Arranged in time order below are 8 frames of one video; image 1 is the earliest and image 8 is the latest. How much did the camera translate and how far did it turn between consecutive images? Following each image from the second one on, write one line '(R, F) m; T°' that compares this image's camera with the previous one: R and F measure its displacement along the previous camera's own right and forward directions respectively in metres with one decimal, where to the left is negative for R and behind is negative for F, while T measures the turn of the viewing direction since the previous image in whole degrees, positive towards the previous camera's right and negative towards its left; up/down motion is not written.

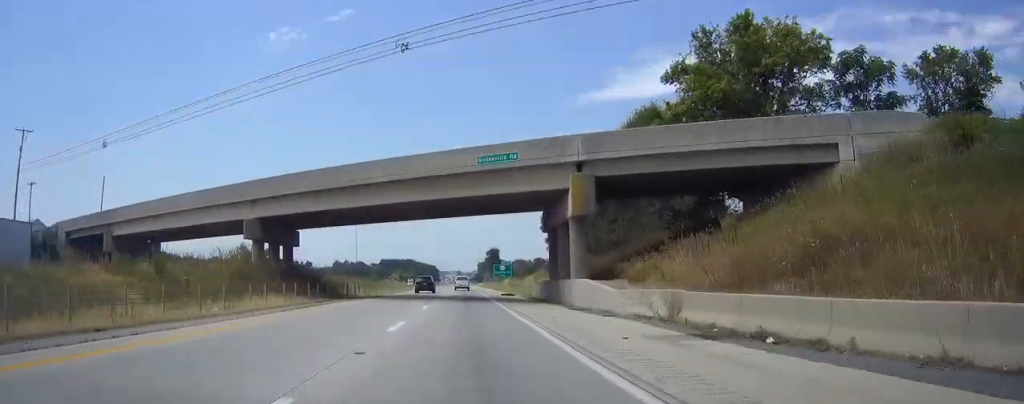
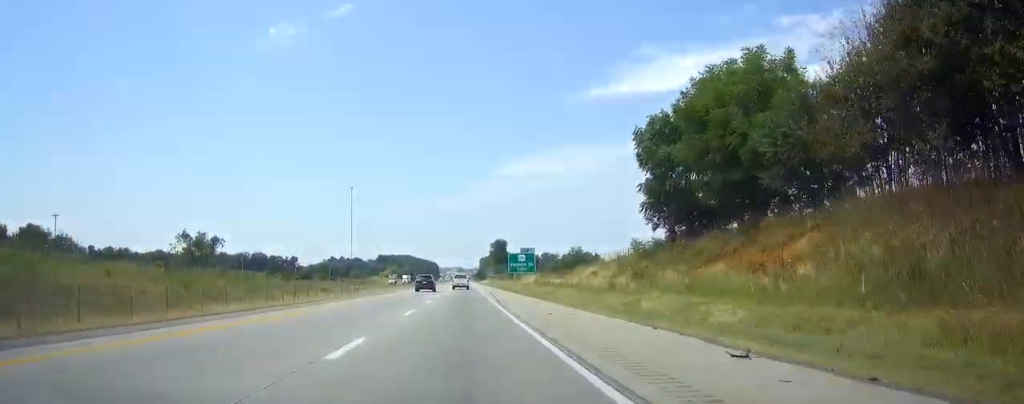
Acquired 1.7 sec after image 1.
(0.0, +54.1) m; 0°
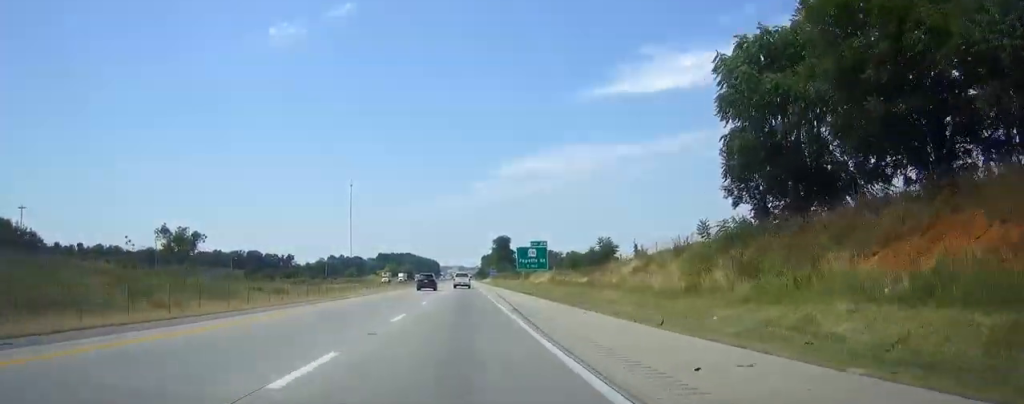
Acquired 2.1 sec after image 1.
(0.0, +15.2) m; 0°
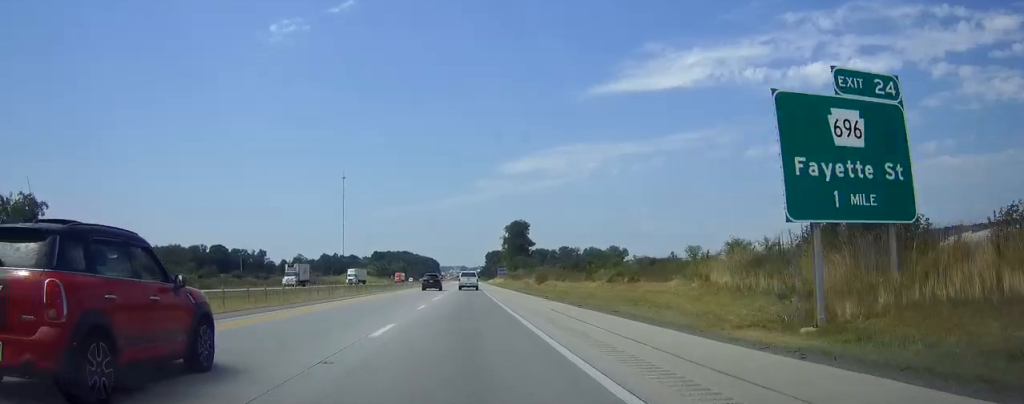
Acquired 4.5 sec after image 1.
(-0.3, +77.3) m; 0°
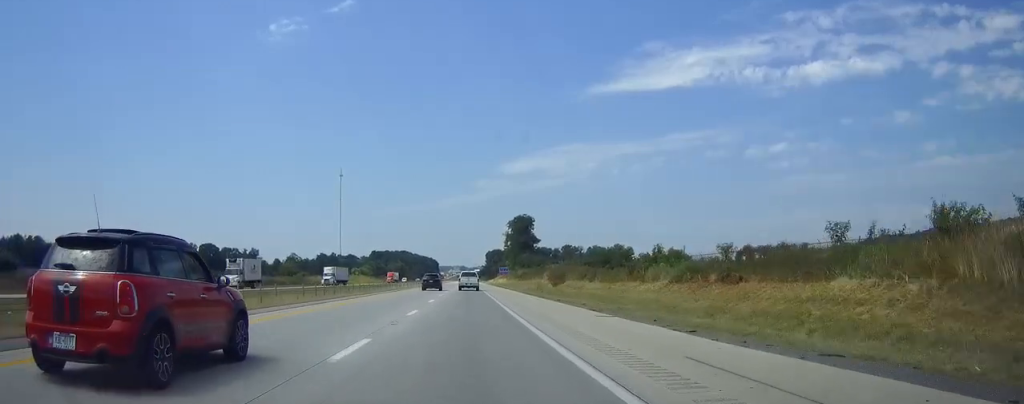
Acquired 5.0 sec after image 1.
(0.0, +16.3) m; 0°
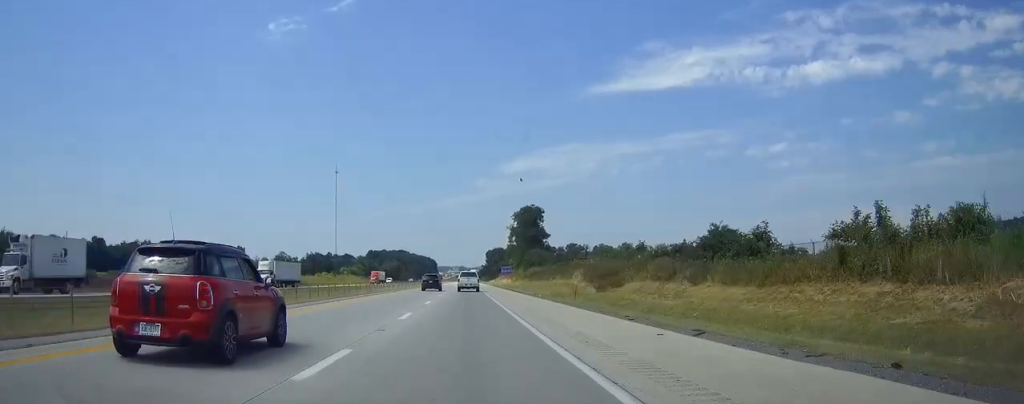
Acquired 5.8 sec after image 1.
(+0.1, +26.1) m; 0°
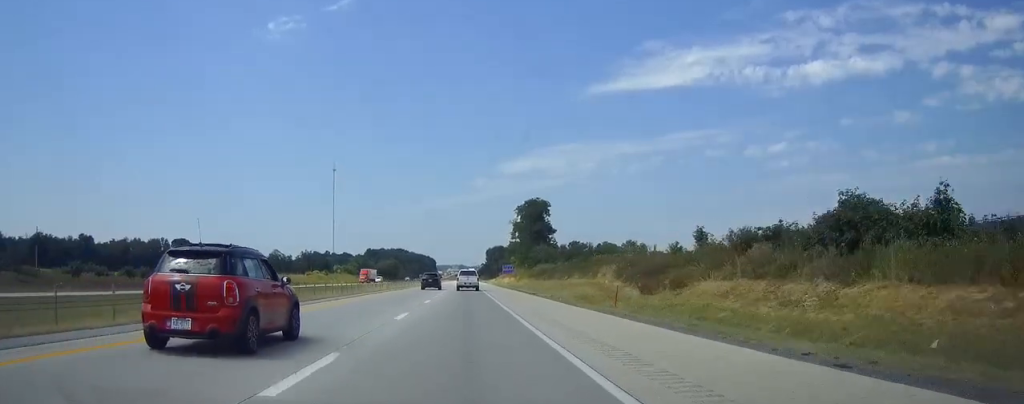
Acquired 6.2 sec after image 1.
(0.0, +13.0) m; 0°
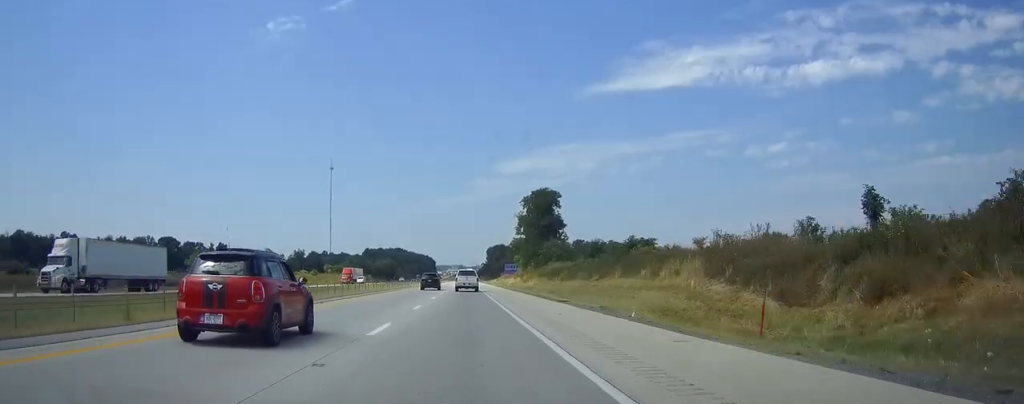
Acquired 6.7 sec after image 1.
(0.0, +17.4) m; 0°
